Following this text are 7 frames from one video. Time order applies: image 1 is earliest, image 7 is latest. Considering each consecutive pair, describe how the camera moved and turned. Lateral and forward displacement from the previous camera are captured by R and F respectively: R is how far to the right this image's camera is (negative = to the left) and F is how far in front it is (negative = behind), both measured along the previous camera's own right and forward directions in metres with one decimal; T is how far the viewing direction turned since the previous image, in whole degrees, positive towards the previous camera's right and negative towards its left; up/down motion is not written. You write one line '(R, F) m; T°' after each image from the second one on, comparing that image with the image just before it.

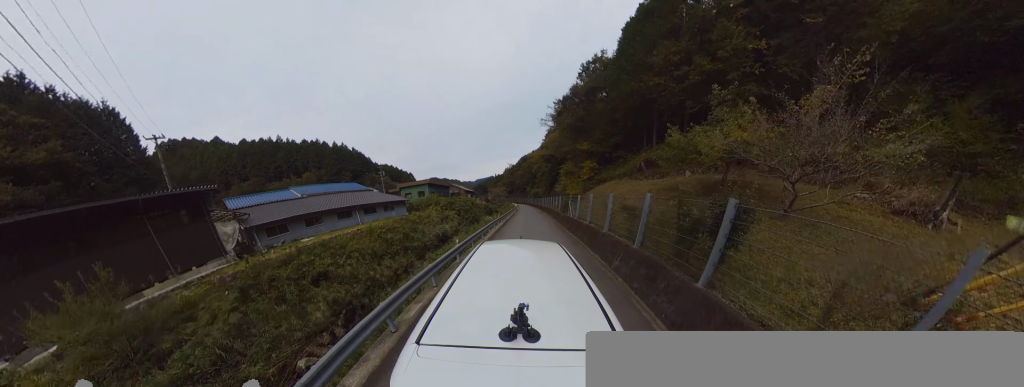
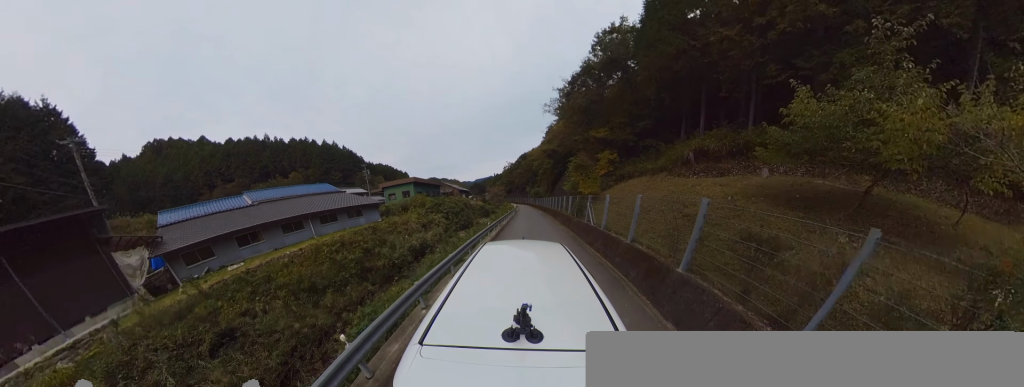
(+0.1, +5.6) m; 0°
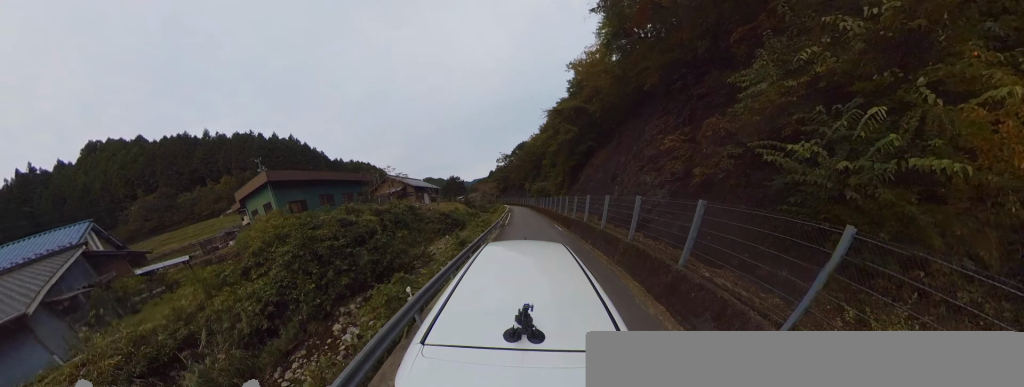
(-0.3, +21.3) m; -2°
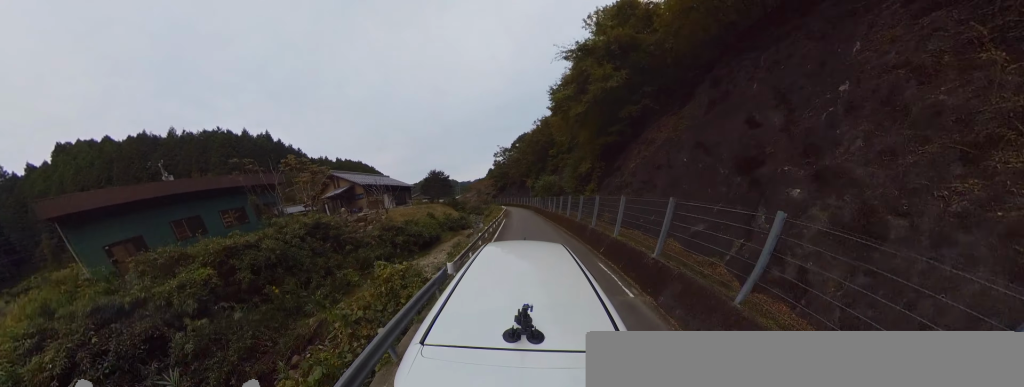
(0.0, +10.6) m; 0°
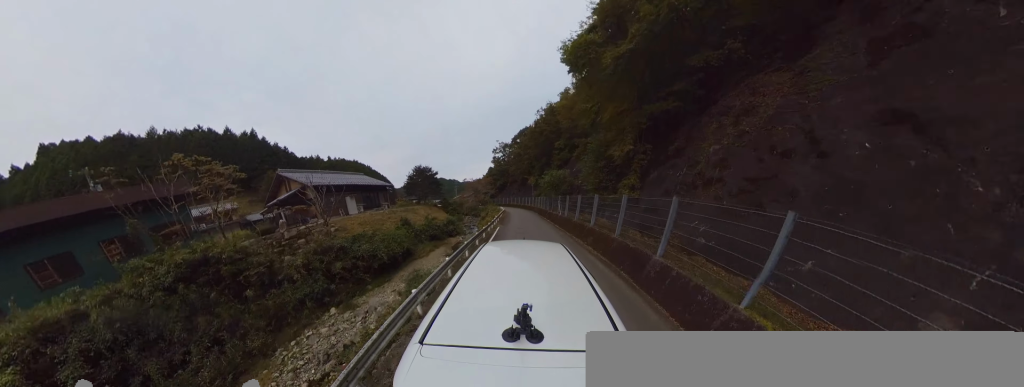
(0.0, +5.9) m; 0°
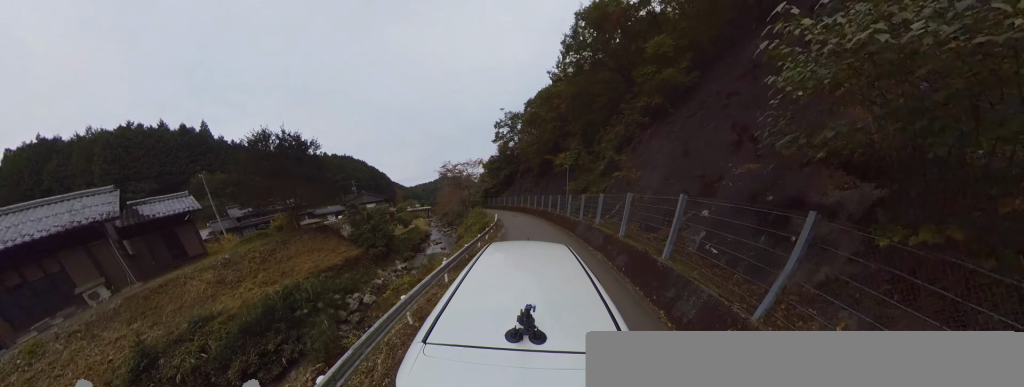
(-2.4, +23.3) m; -19°
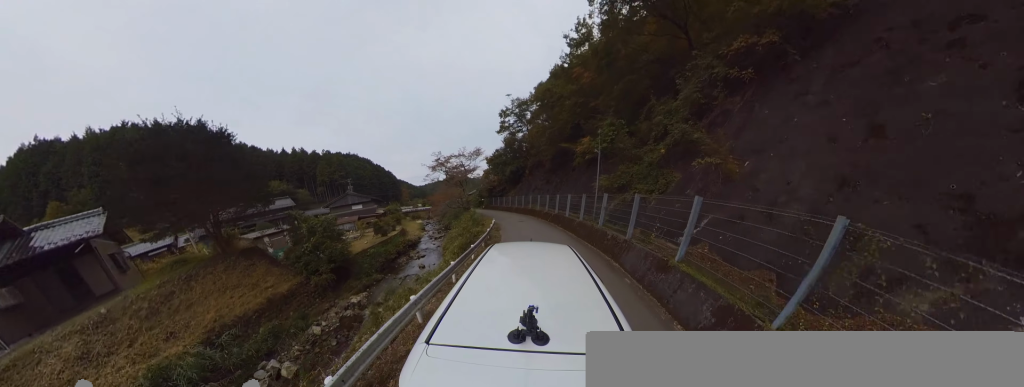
(-0.6, +6.2) m; -6°
